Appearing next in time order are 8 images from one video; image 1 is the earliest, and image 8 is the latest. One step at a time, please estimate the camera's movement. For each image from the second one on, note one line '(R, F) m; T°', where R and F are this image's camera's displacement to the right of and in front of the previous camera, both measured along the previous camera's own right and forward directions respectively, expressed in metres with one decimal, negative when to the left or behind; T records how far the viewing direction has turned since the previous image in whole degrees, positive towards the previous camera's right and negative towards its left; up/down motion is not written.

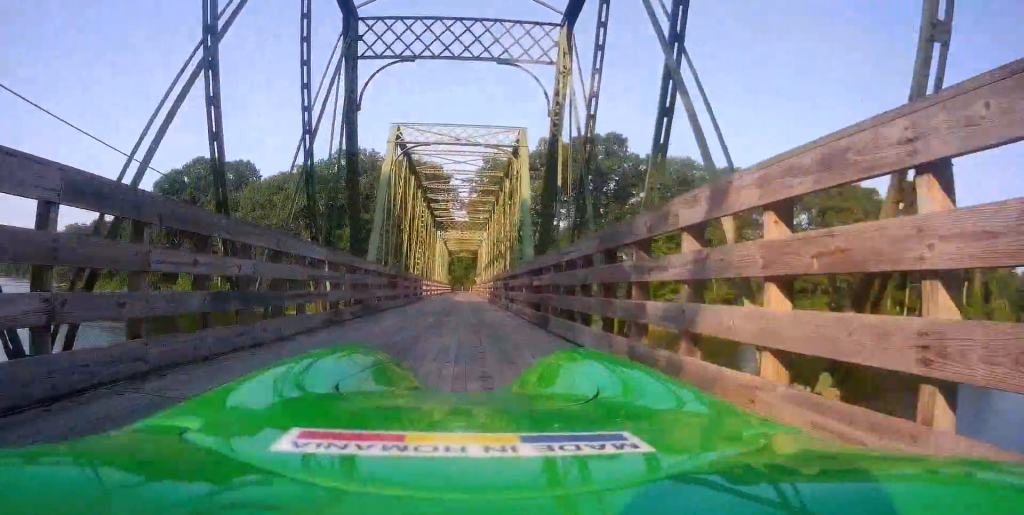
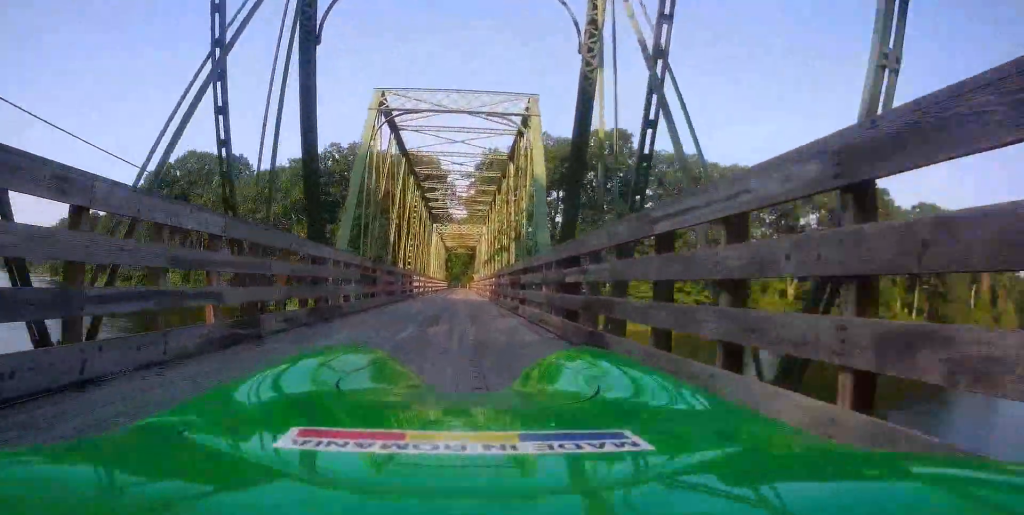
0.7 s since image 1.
(+0.1, +4.2) m; +2°
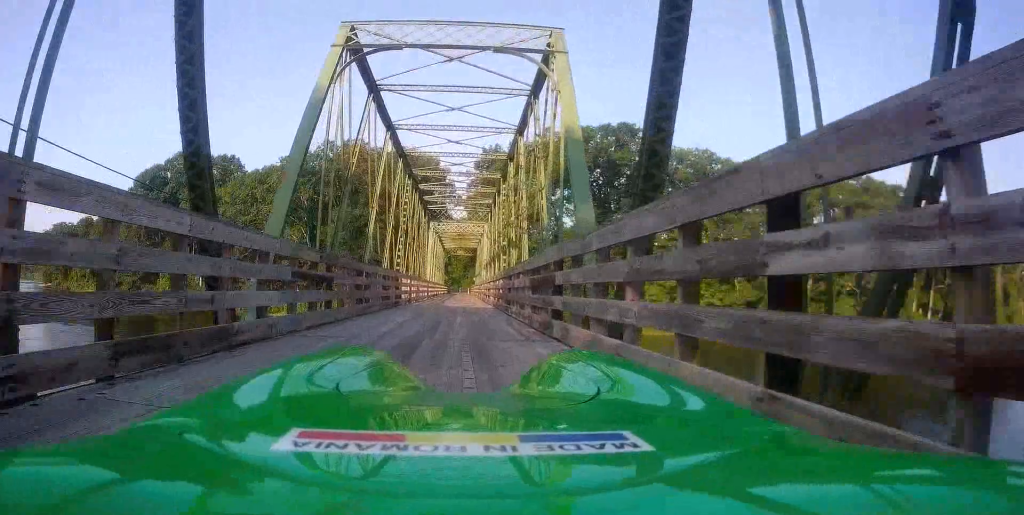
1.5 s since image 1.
(+0.1, +5.4) m; +2°
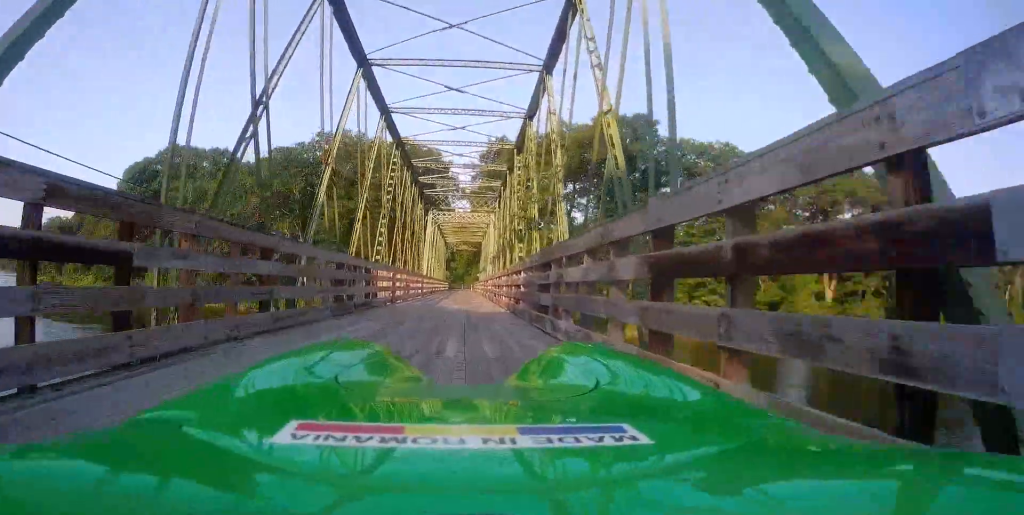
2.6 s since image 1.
(+0.1, +7.6) m; +2°
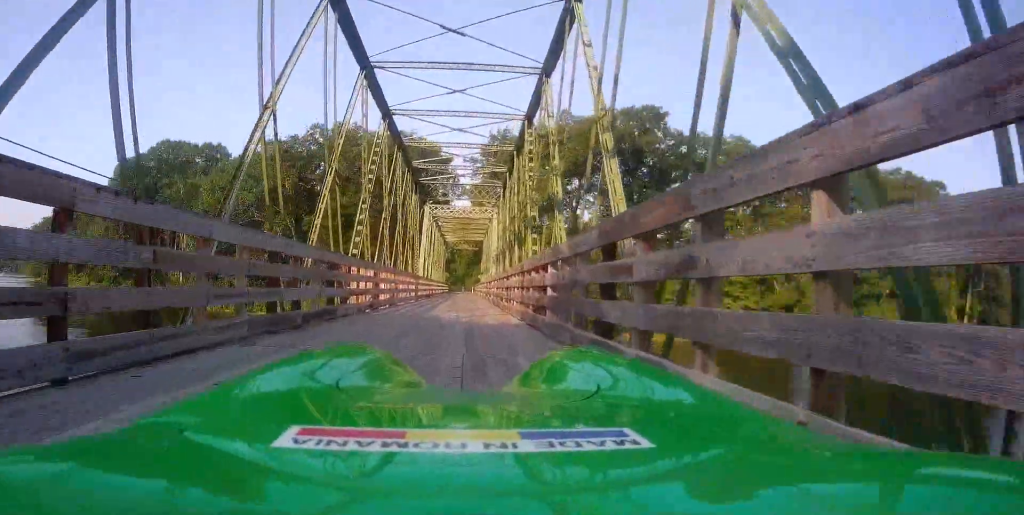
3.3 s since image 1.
(0.0, +4.7) m; 0°
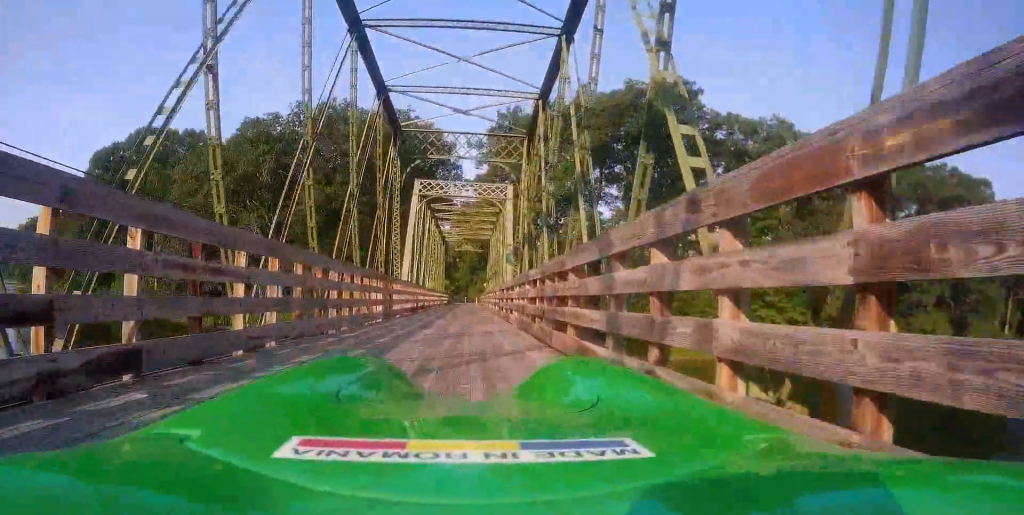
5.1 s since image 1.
(-0.8, +12.4) m; -3°
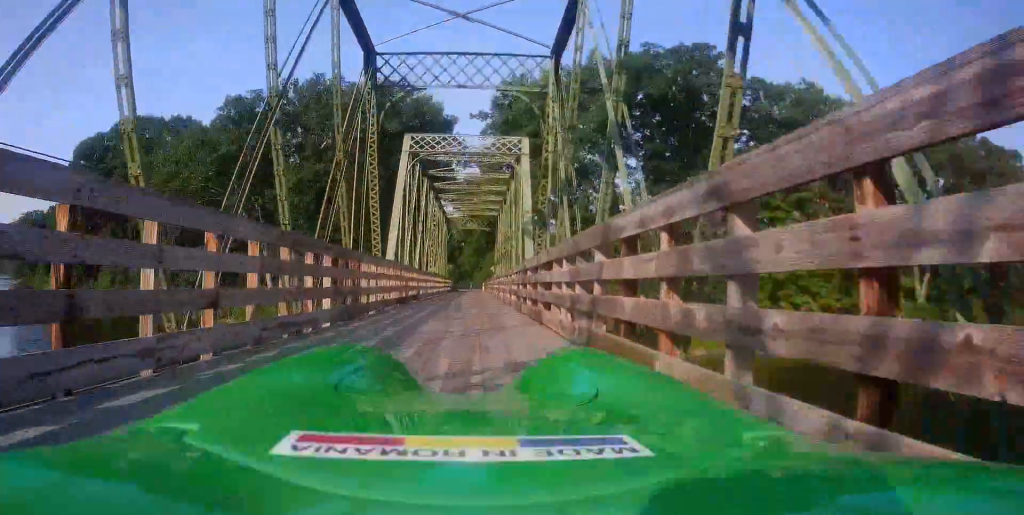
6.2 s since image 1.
(+0.6, +6.9) m; -1°
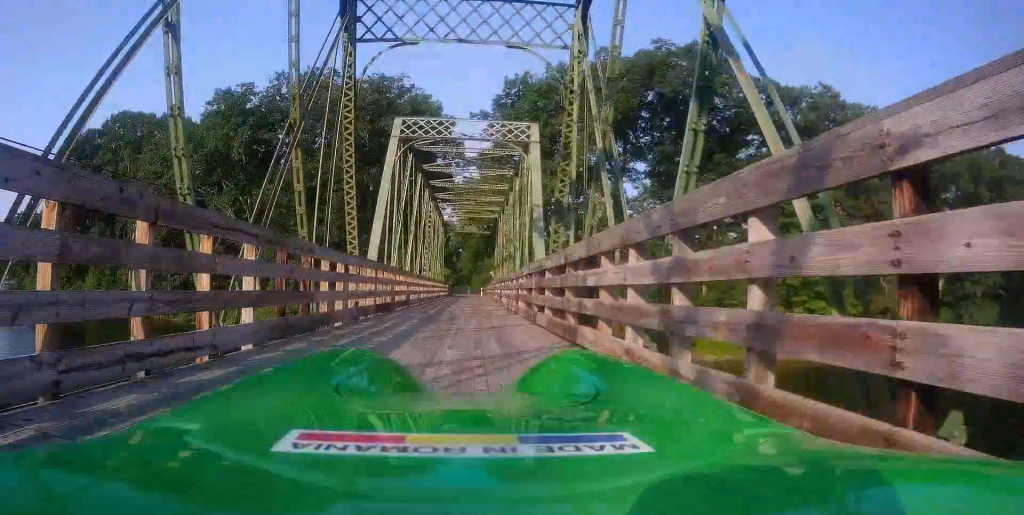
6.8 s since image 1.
(-0.4, +3.8) m; -3°
